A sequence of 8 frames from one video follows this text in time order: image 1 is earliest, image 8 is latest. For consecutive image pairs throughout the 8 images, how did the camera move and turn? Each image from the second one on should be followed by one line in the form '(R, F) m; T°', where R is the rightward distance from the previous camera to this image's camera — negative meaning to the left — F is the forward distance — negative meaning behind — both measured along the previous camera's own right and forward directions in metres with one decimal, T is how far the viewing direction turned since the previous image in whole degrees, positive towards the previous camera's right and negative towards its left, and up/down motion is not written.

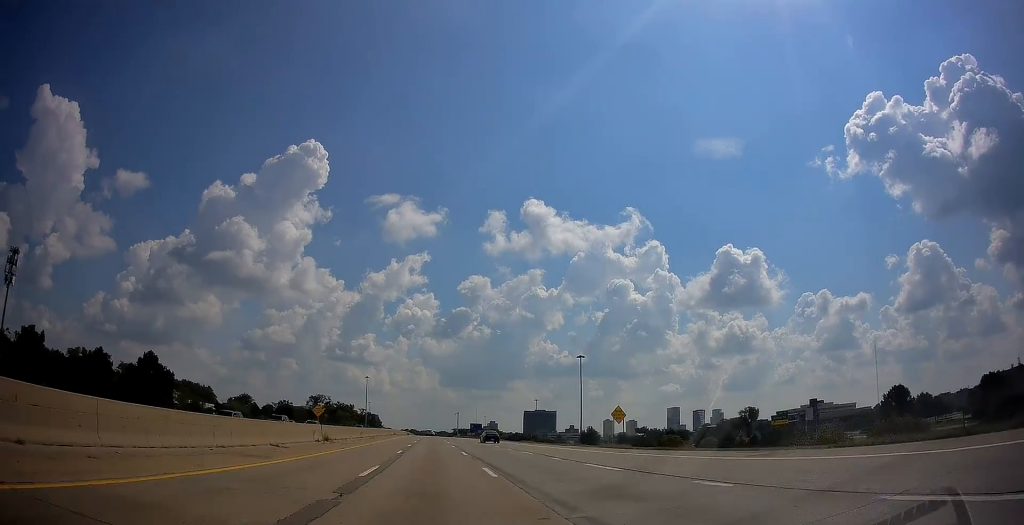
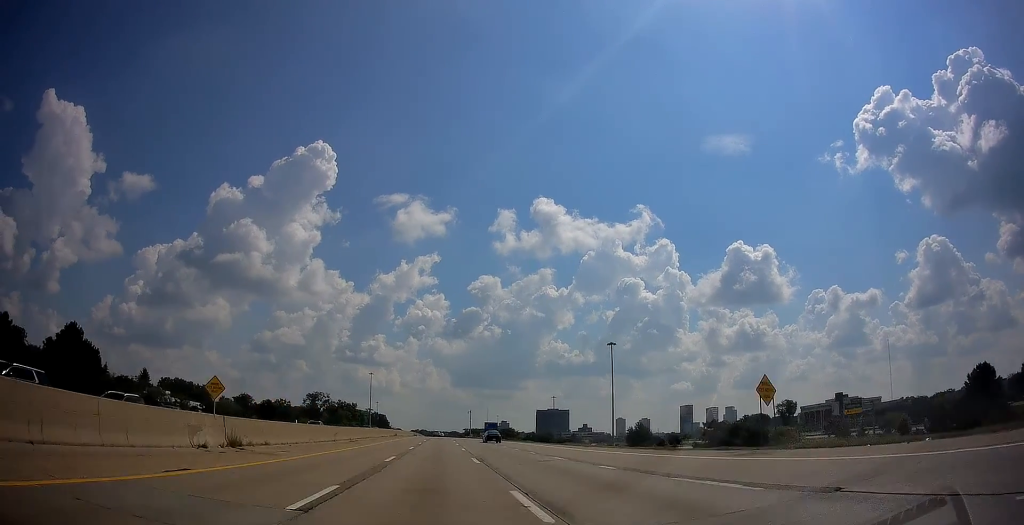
(-0.1, +22.5) m; -1°
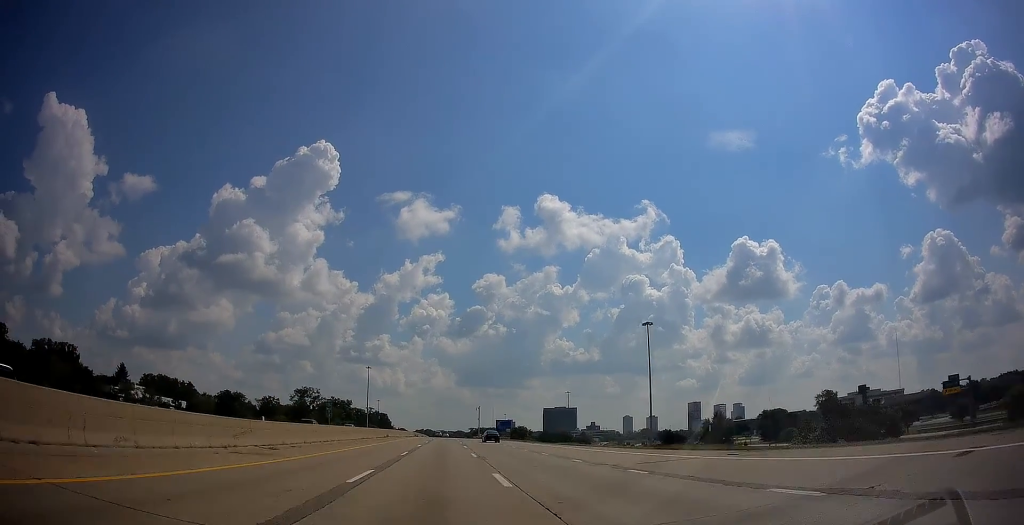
(-0.1, +25.8) m; 0°
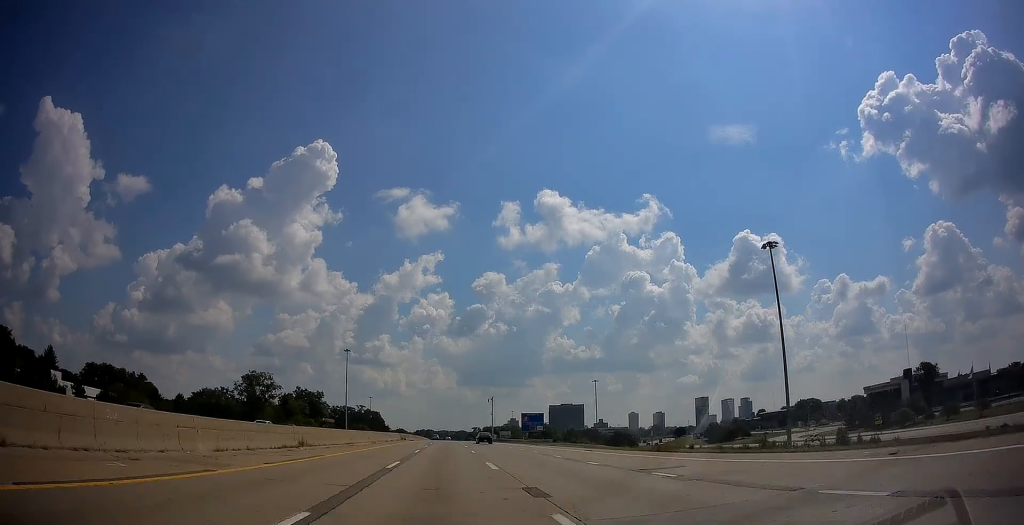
(-0.1, +54.0) m; 0°
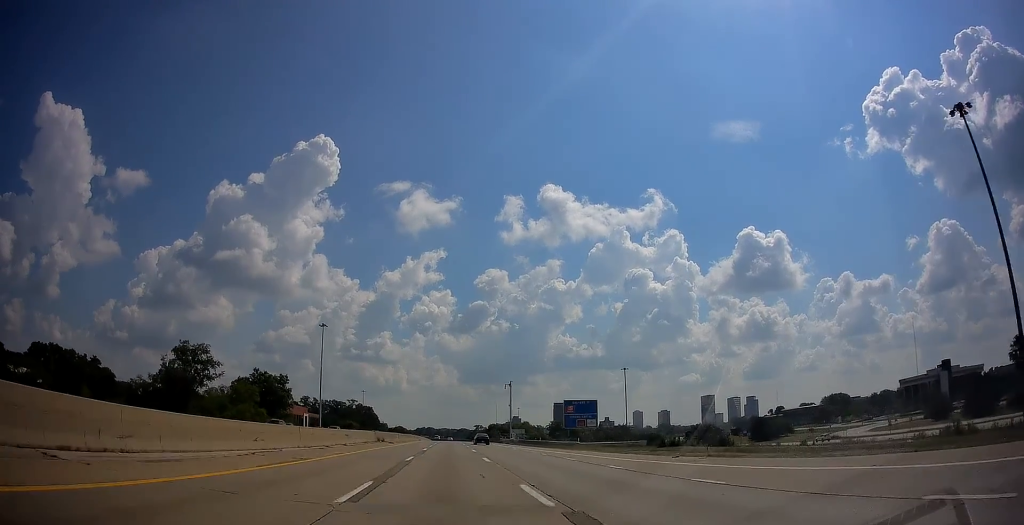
(0.0, +41.3) m; 0°
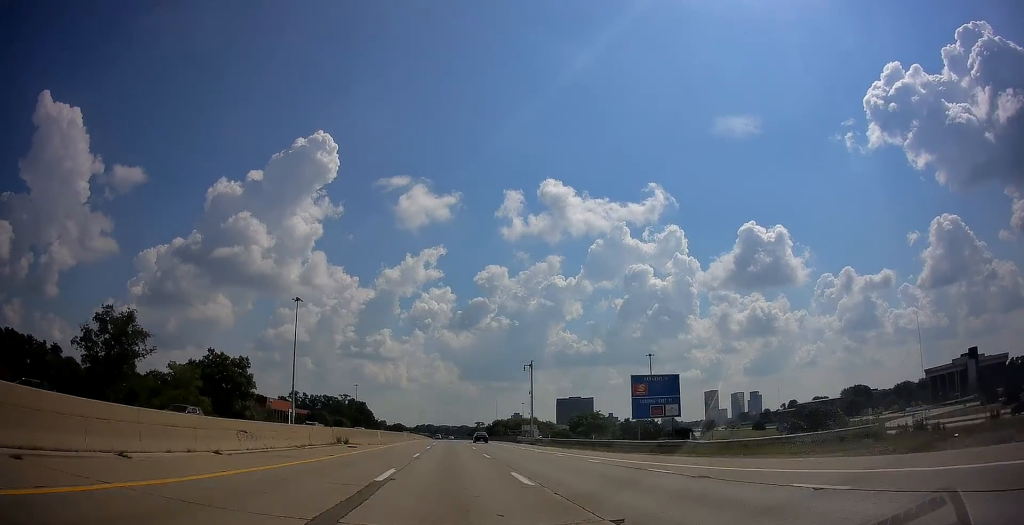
(0.0, +26.2) m; 0°
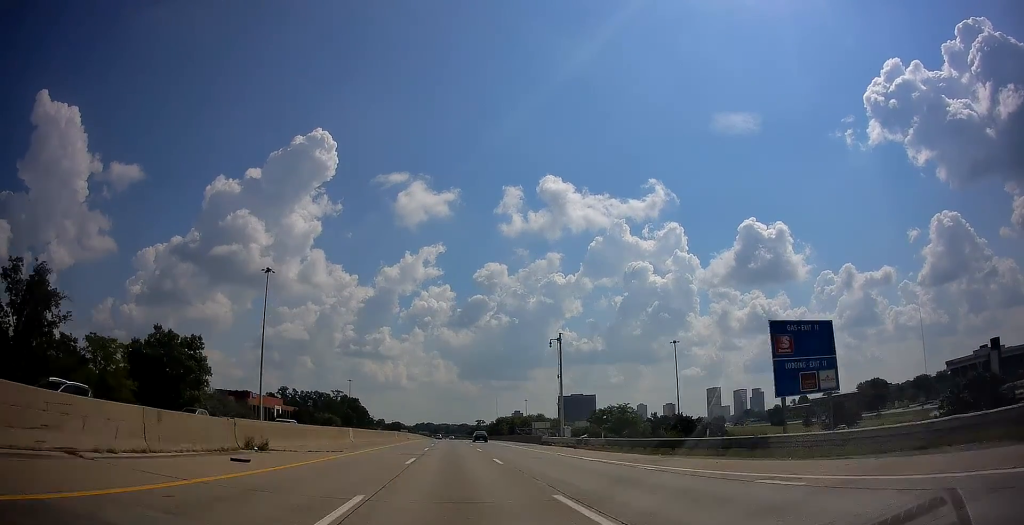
(-0.1, +21.9) m; 0°
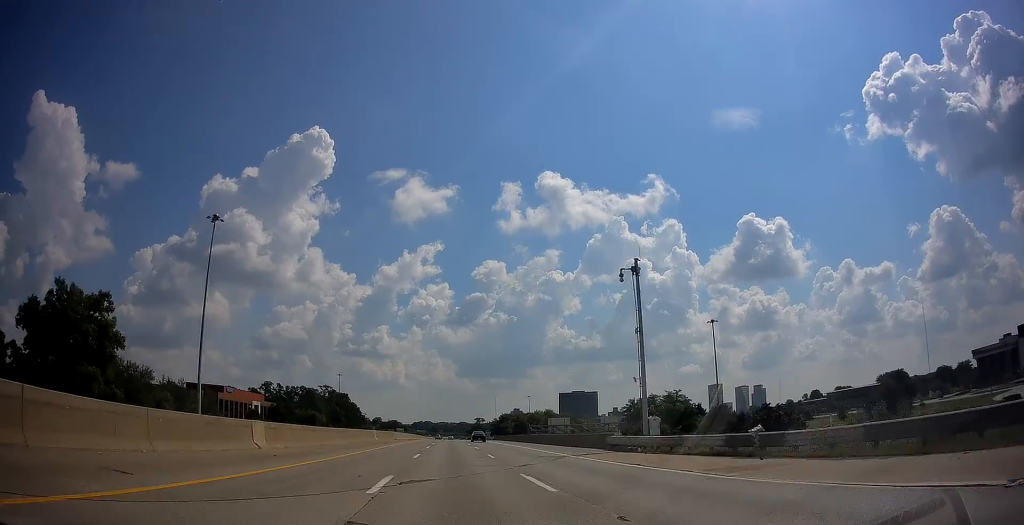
(+0.1, +26.3) m; 0°
